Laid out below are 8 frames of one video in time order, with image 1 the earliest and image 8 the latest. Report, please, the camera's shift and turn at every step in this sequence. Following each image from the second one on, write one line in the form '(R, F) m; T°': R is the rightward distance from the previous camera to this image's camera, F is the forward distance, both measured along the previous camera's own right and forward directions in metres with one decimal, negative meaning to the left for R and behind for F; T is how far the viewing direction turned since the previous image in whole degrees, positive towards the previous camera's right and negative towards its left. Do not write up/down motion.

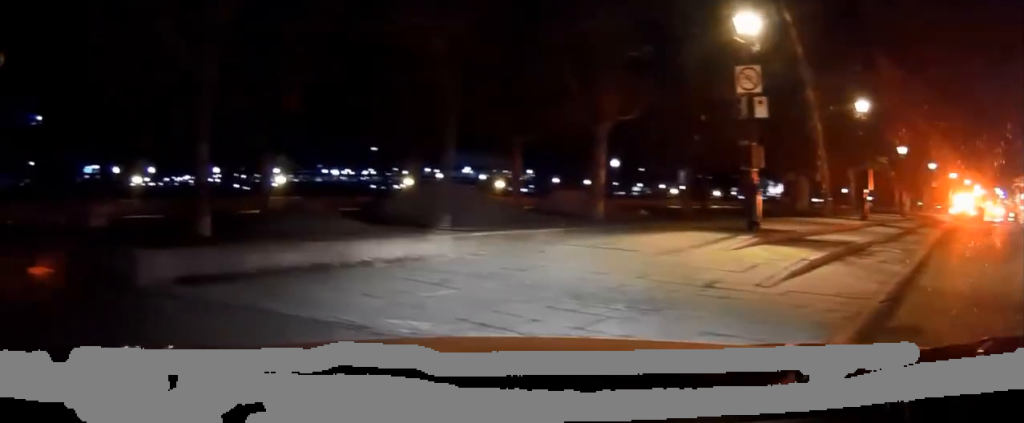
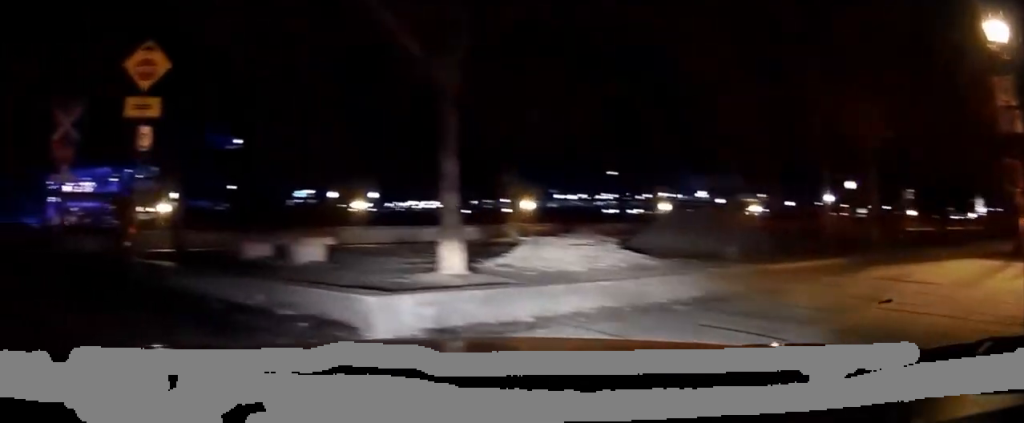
(+2.2, +3.6) m; +47°
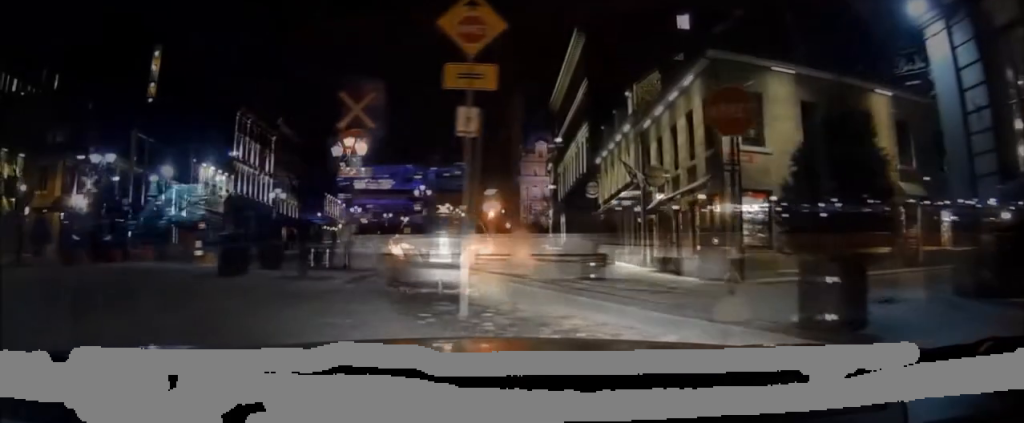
(+2.5, +10.5) m; +14°
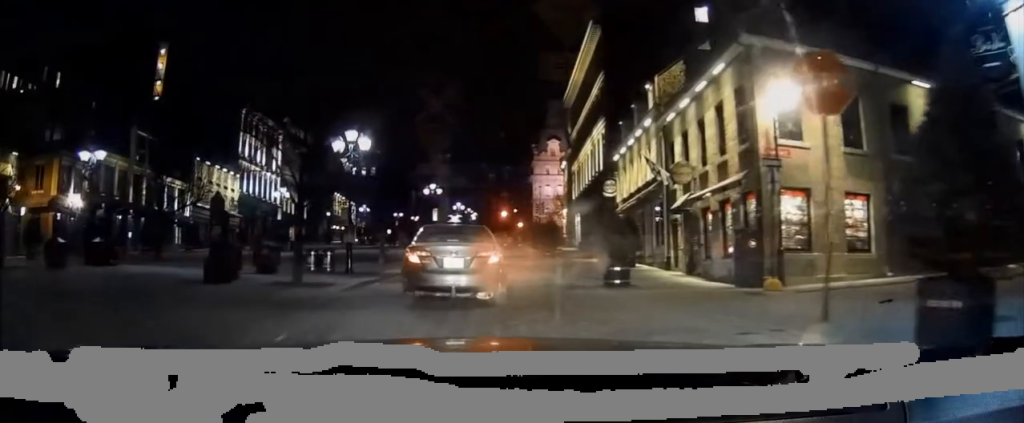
(+0.1, +6.1) m; +1°
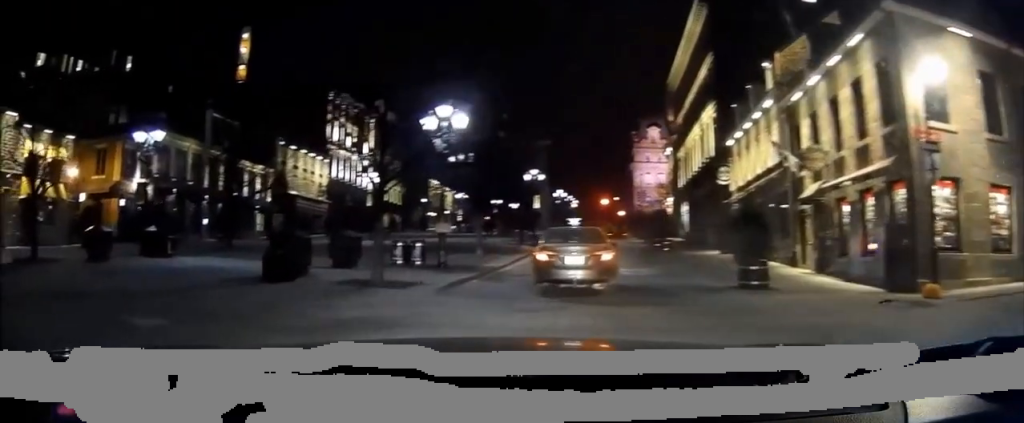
(-0.2, +11.6) m; +1°
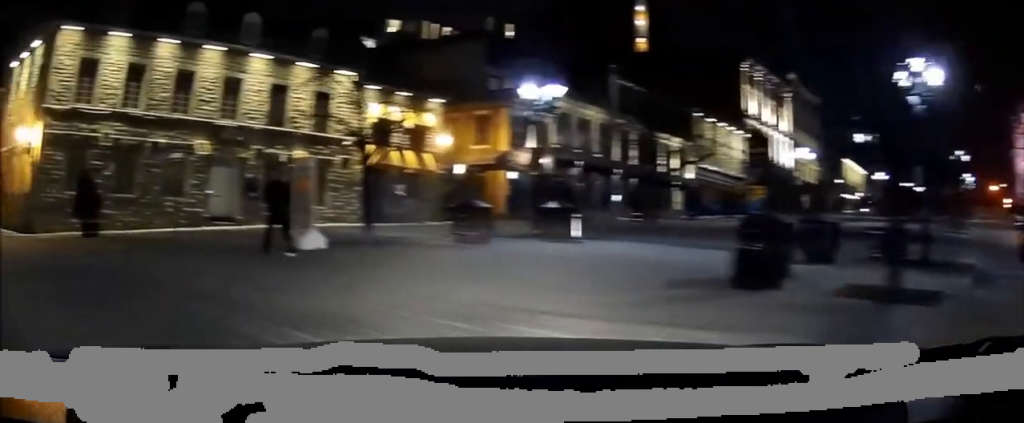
(+0.2, +17.3) m; -20°
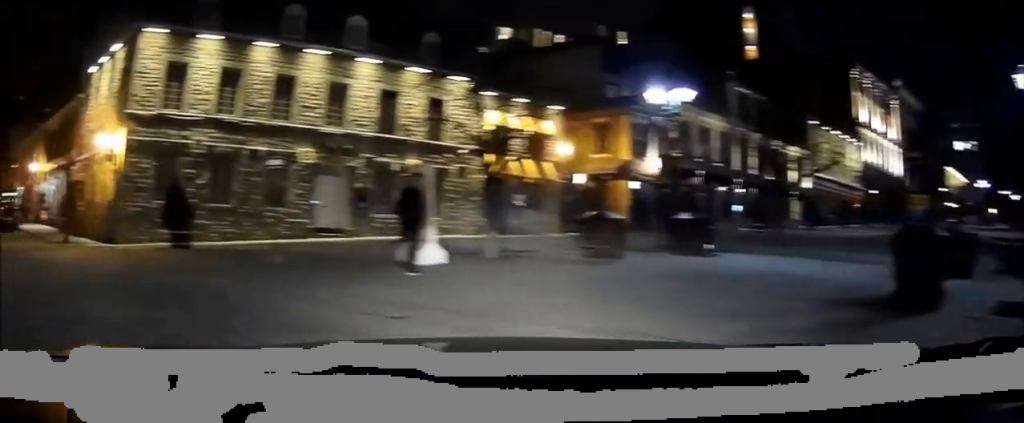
(-0.2, +1.5) m; -20°
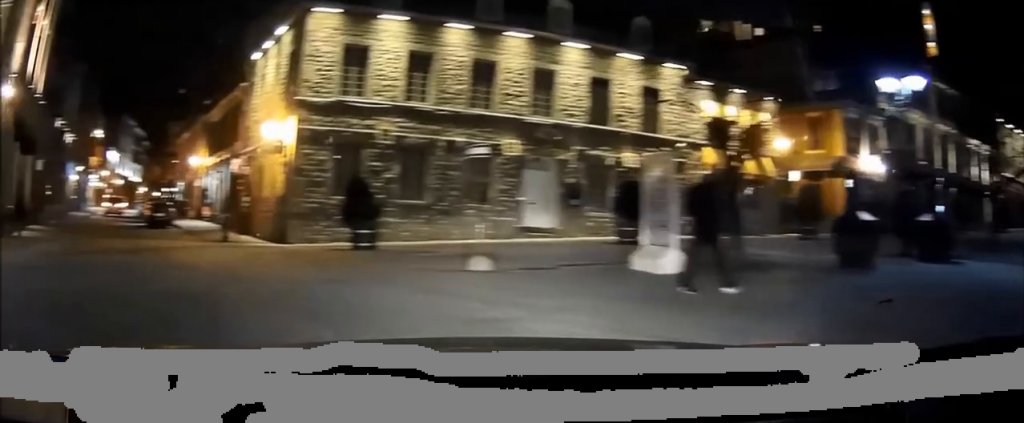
(-0.7, +2.0) m; -38°
